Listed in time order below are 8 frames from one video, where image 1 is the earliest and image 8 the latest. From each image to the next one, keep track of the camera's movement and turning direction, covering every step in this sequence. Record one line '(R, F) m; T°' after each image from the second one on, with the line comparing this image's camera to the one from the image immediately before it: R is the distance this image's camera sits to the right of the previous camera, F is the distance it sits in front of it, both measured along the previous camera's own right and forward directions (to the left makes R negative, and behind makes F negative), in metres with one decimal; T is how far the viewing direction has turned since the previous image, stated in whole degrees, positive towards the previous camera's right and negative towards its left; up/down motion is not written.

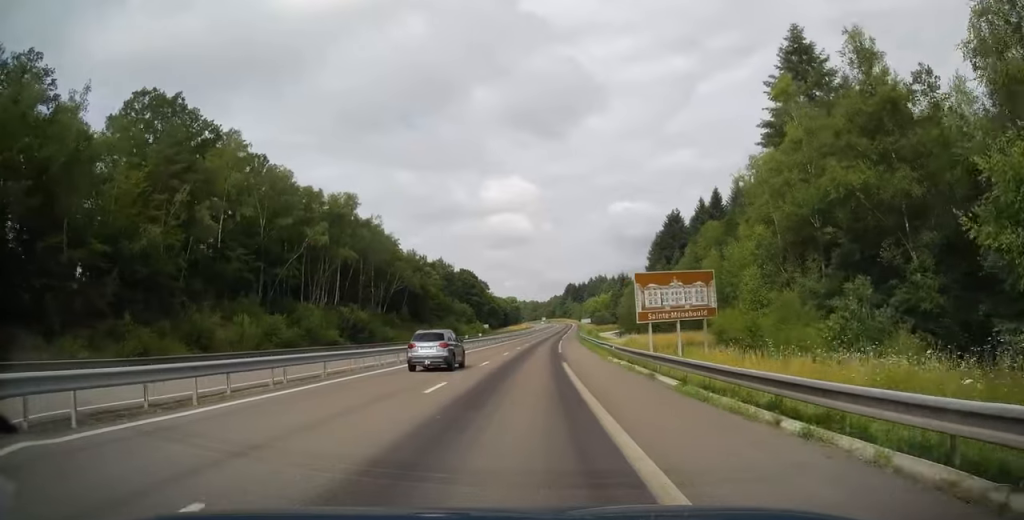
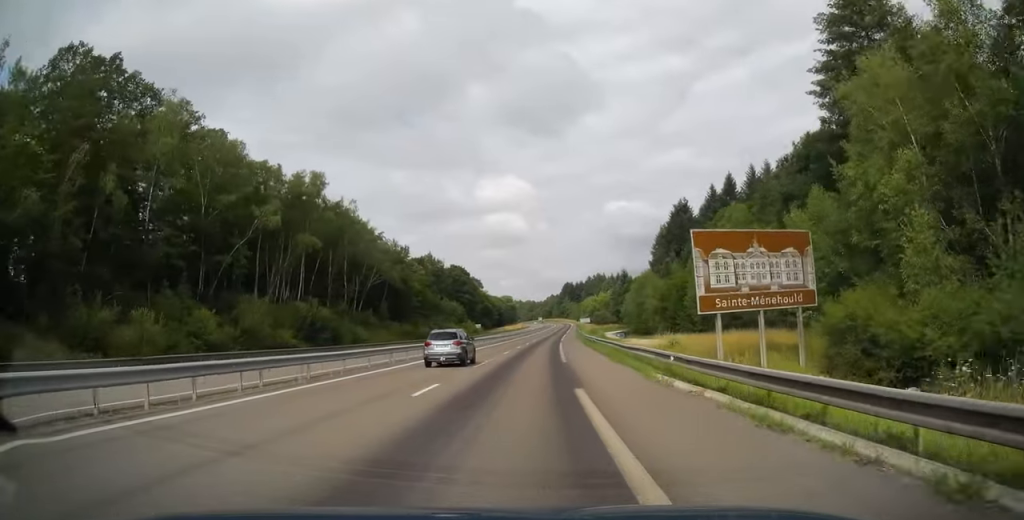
(+0.2, +13.6) m; +1°
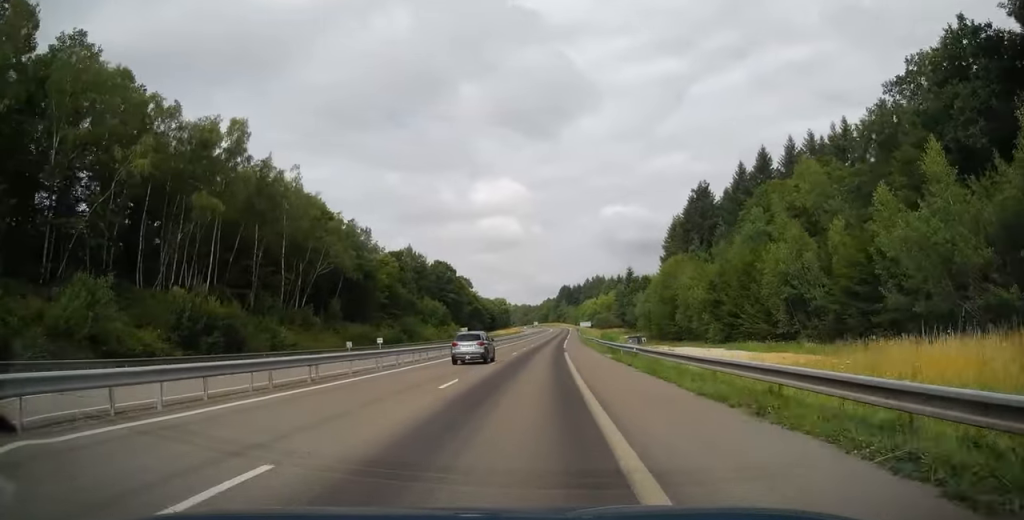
(+0.1, +23.3) m; 0°
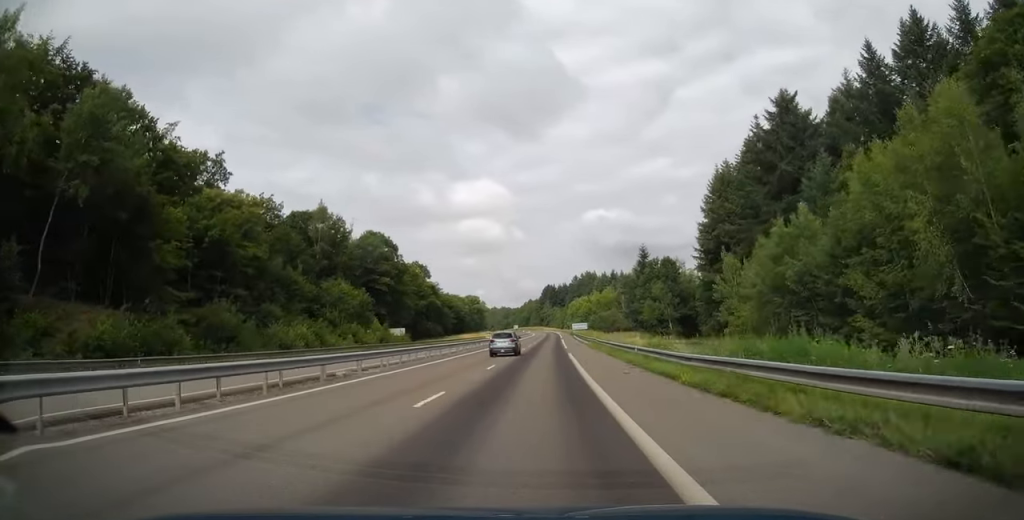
(+0.5, +55.3) m; +1°
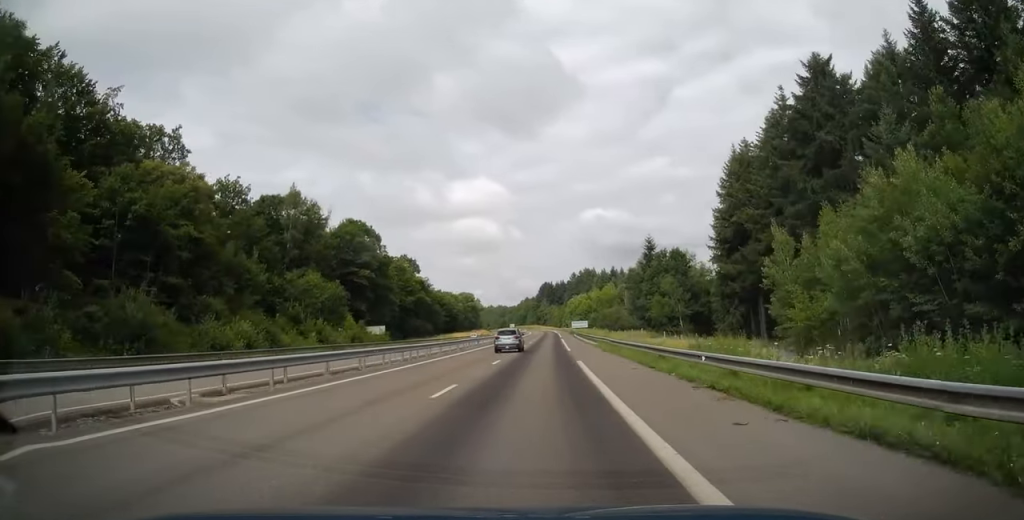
(+0.1, +11.6) m; 0°
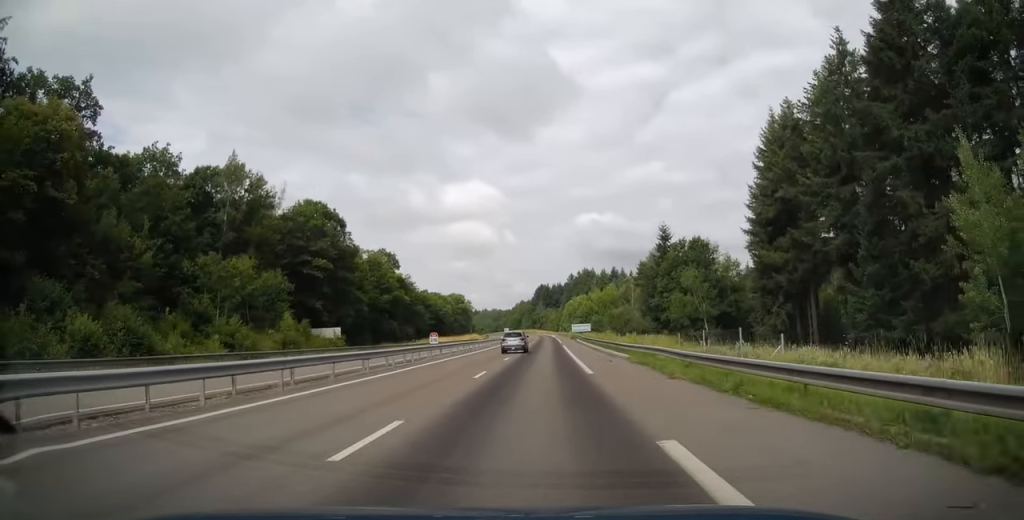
(0.0, +19.3) m; 0°
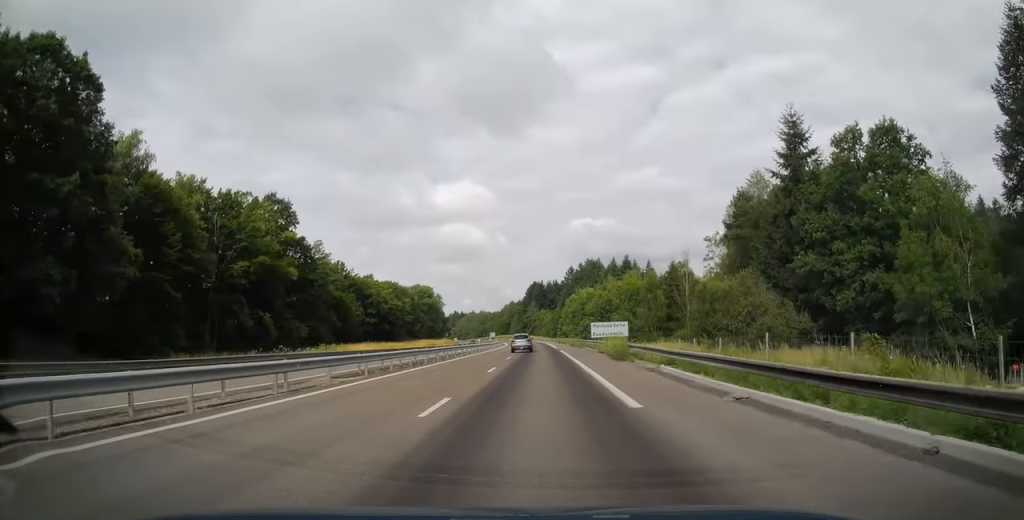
(+0.1, +60.2) m; -1°
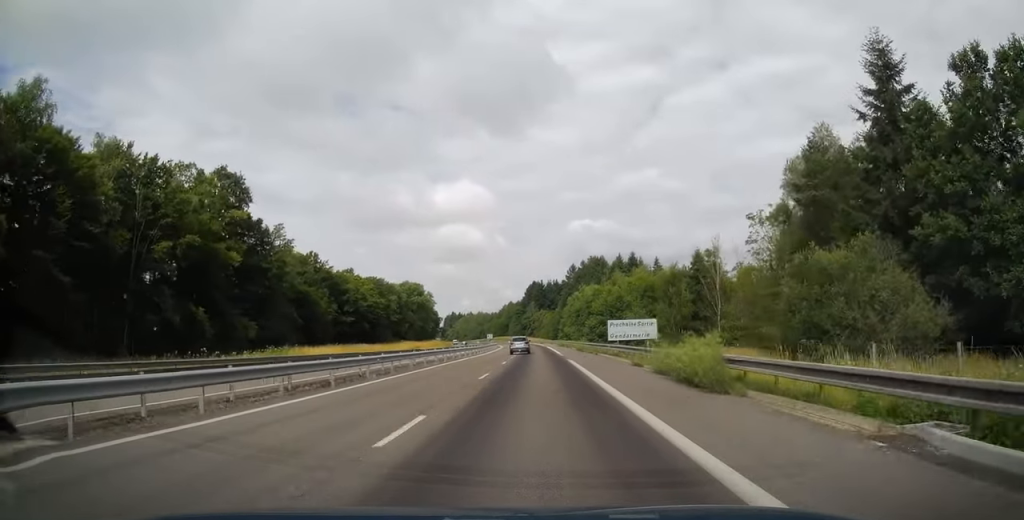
(-0.1, +15.4) m; 0°
